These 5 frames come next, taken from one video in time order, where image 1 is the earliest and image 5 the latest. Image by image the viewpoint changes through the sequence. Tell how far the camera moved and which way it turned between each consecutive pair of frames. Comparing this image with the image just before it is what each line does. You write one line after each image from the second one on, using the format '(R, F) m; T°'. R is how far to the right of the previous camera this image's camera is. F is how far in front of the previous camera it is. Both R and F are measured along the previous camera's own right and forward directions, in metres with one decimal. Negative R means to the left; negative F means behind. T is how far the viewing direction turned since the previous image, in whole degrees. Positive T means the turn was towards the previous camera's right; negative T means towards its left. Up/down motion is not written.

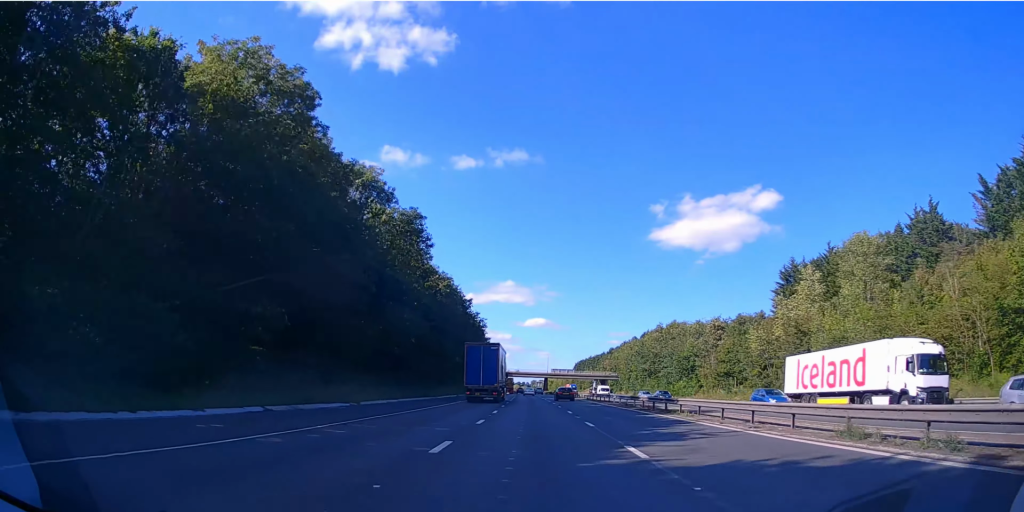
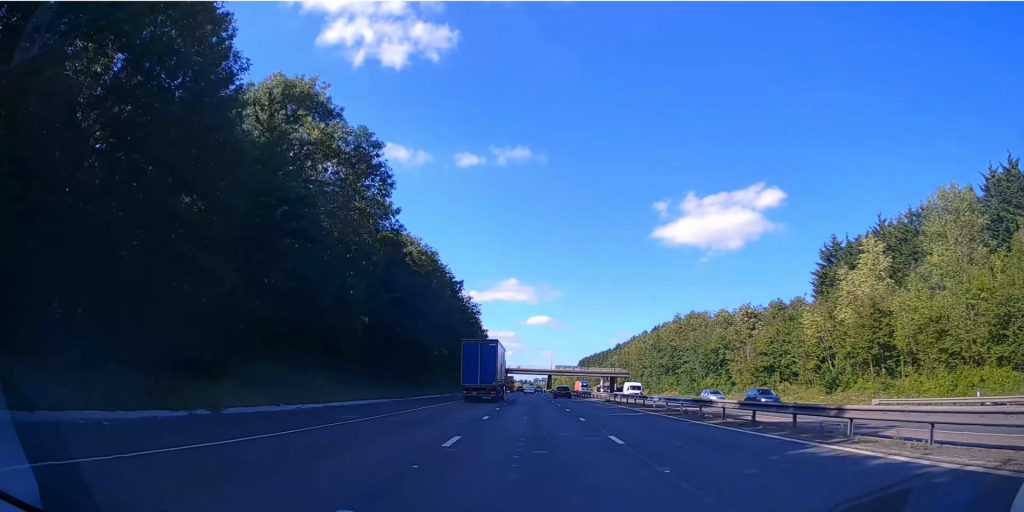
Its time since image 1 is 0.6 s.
(0.0, +16.1) m; 0°
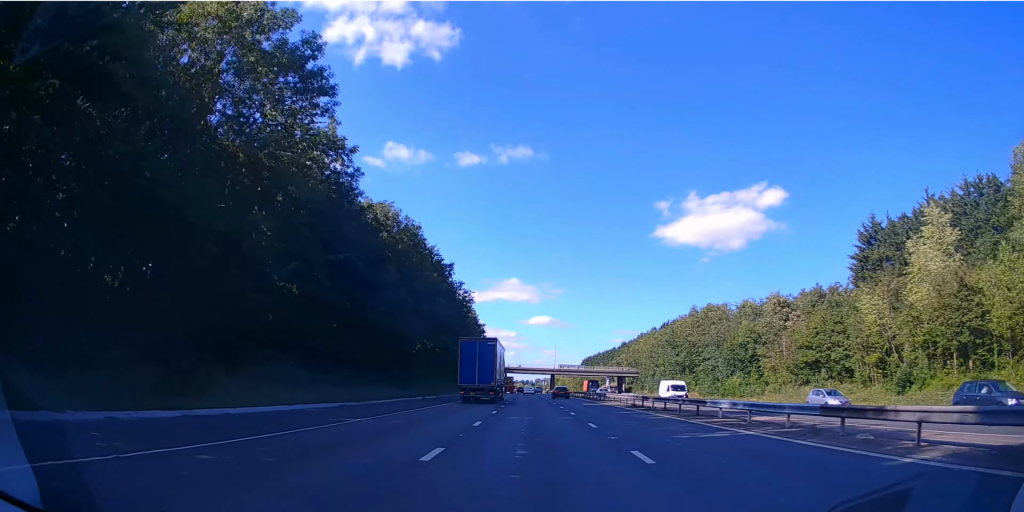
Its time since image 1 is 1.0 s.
(0.0, +12.3) m; 0°
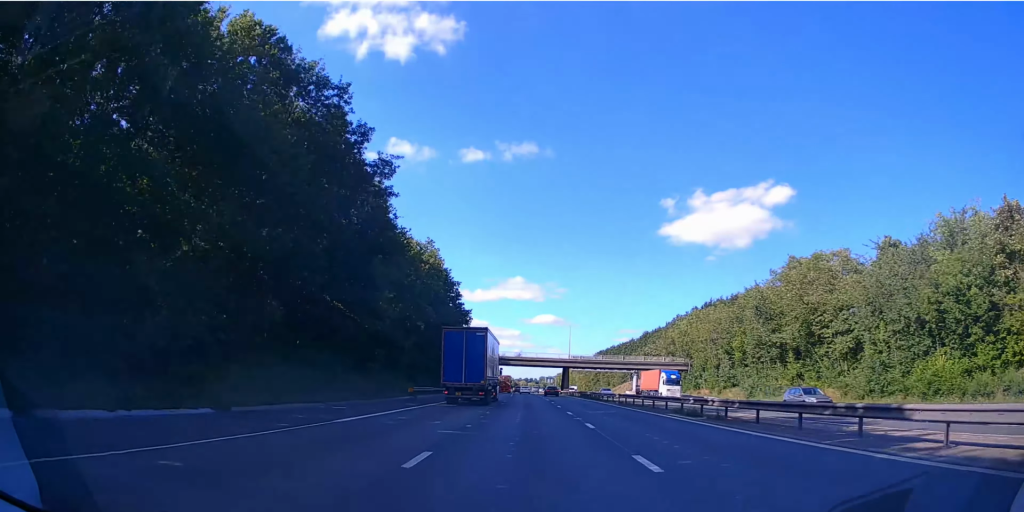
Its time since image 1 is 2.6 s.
(-0.3, +44.9) m; 0°
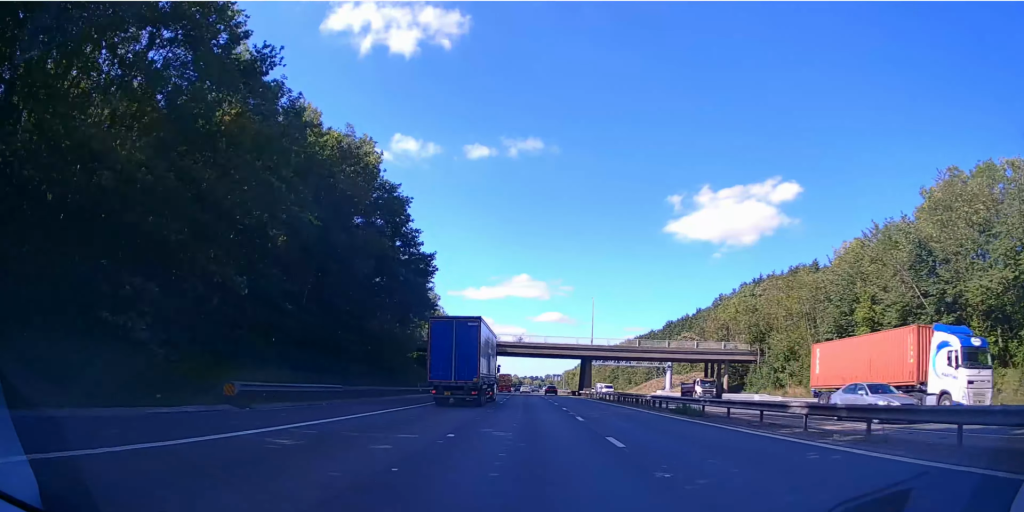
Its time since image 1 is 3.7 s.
(-0.1, +32.5) m; 0°
